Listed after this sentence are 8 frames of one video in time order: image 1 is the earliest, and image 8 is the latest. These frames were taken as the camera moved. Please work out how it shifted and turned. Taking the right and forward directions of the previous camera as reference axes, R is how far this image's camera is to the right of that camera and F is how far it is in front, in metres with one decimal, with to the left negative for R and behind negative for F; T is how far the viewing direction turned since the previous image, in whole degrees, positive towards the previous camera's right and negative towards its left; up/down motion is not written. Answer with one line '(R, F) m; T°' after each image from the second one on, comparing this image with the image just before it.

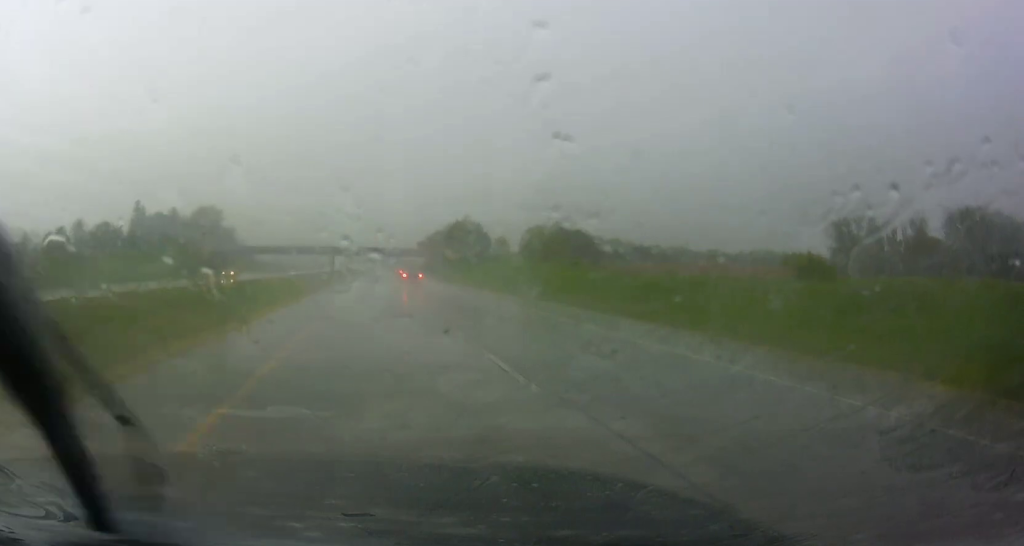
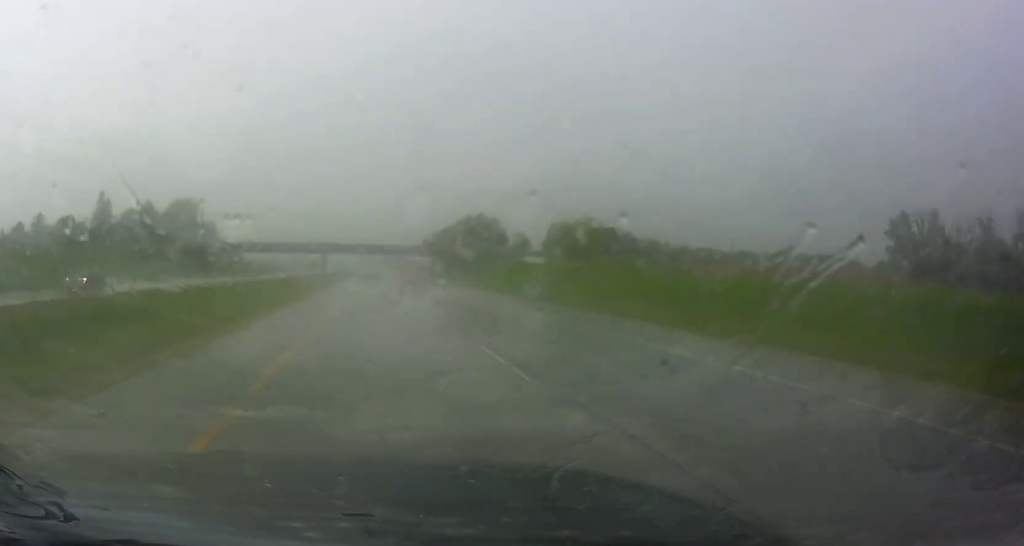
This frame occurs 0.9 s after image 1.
(0.0, +29.7) m; 0°
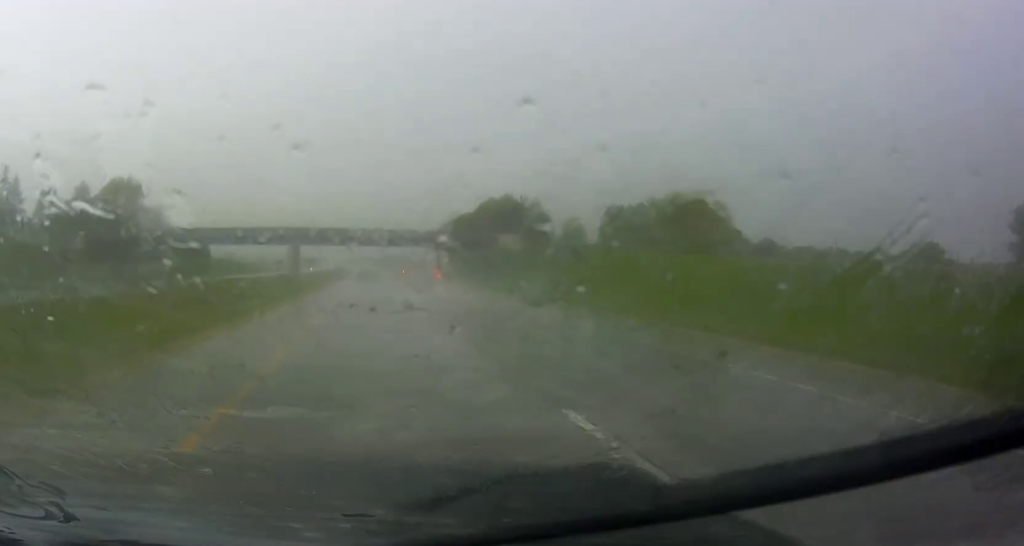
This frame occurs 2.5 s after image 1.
(-0.1, +51.2) m; 0°
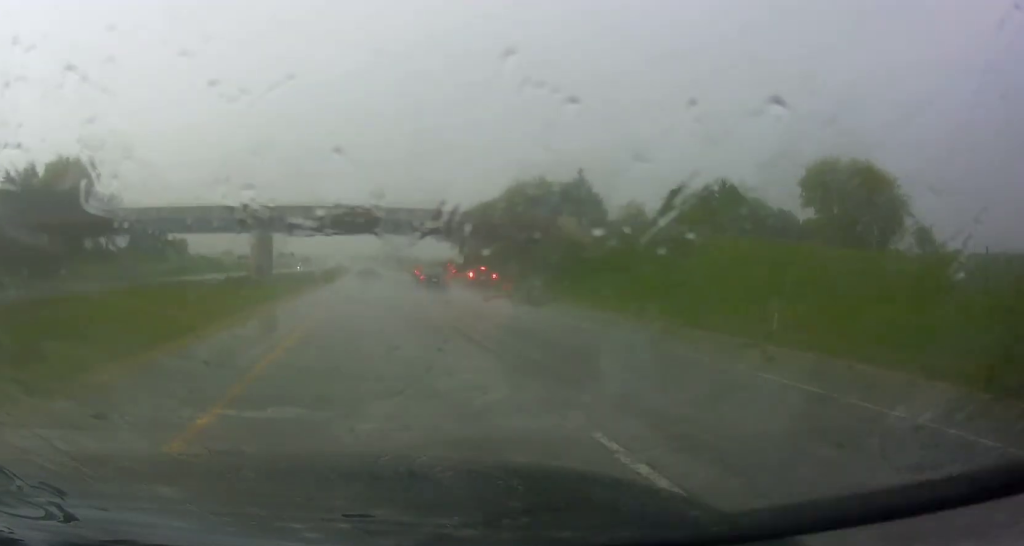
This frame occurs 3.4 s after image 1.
(0.0, +31.2) m; 0°
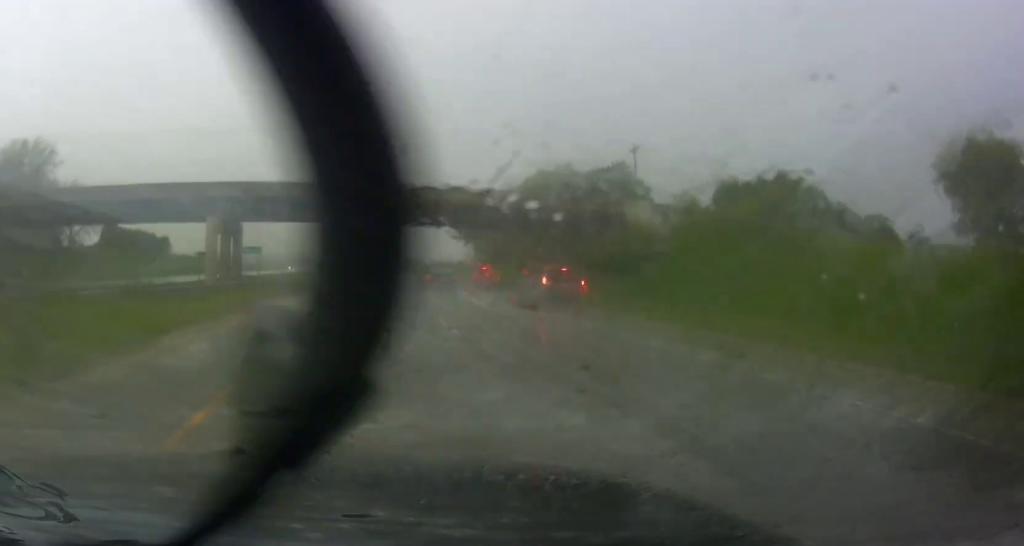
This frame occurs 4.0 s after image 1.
(0.0, +19.0) m; 0°
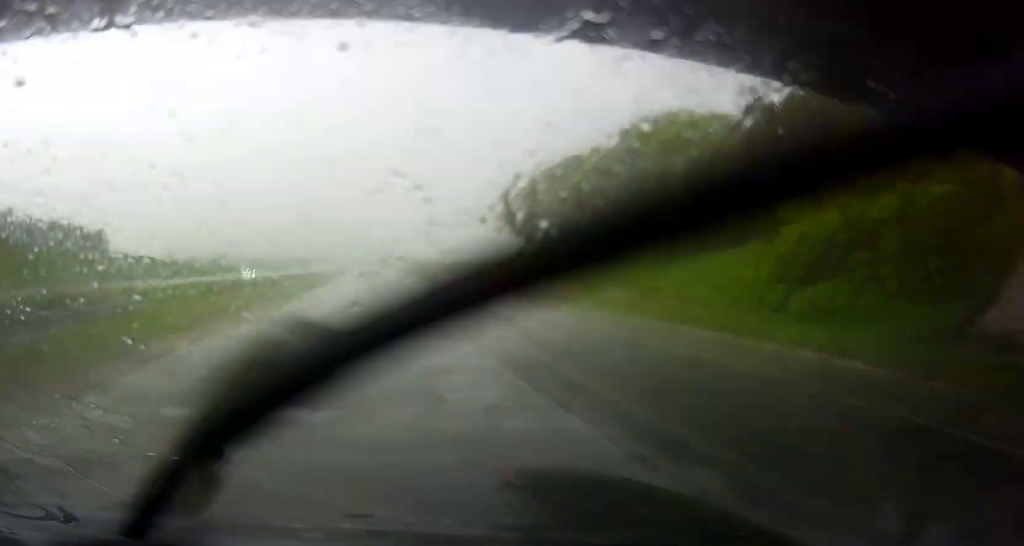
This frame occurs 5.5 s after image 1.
(0.0, +47.5) m; 0°
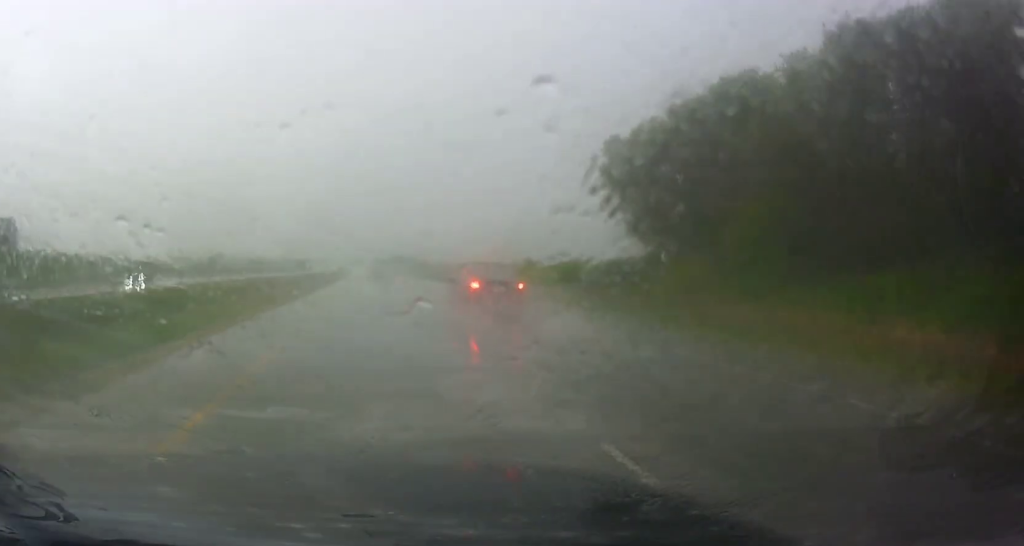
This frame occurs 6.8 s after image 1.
(0.0, +41.4) m; 0°
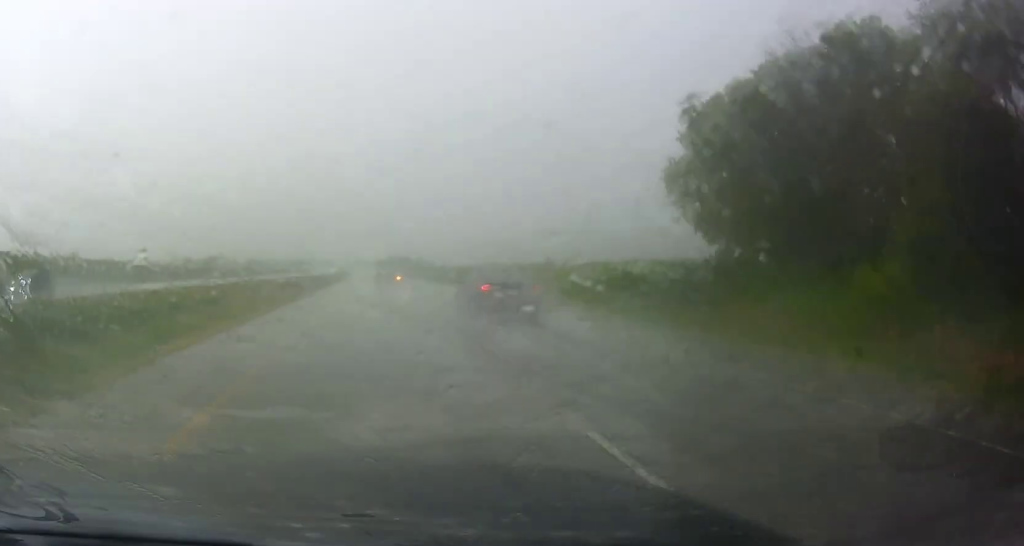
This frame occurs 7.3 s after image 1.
(+0.1, +14.3) m; -1°
